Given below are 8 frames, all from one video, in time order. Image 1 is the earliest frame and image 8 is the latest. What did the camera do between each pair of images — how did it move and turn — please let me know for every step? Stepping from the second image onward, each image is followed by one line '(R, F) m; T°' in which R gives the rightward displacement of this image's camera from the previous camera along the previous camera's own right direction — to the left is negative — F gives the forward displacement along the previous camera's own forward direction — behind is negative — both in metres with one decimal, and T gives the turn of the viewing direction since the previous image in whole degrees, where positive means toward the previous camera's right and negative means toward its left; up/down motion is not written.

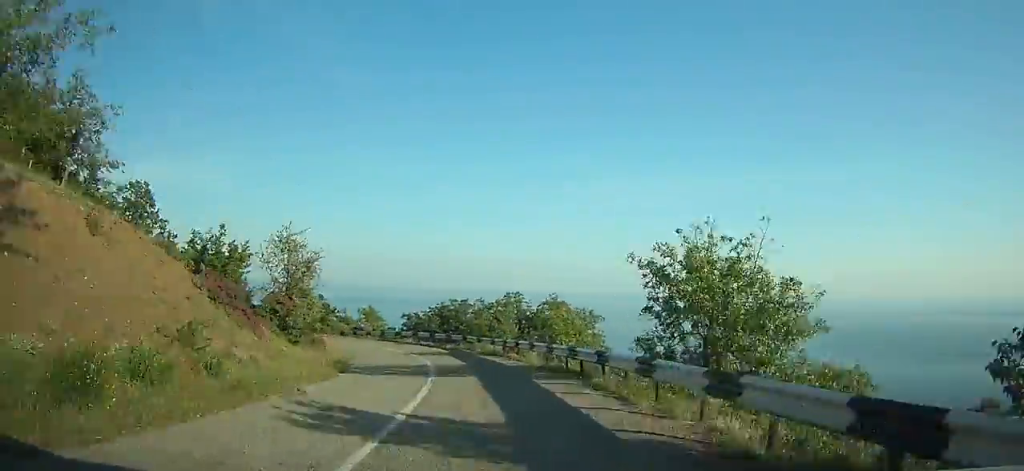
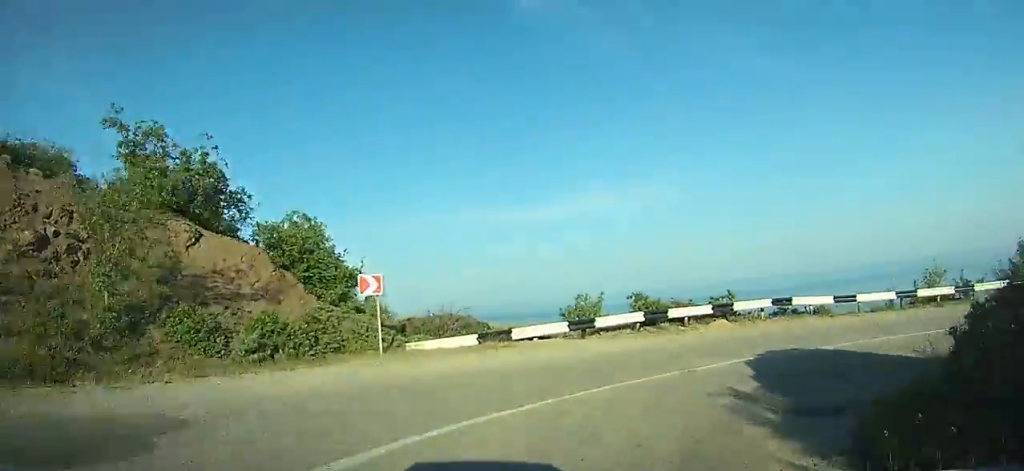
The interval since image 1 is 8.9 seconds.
(-38.7, +73.9) m; -30°
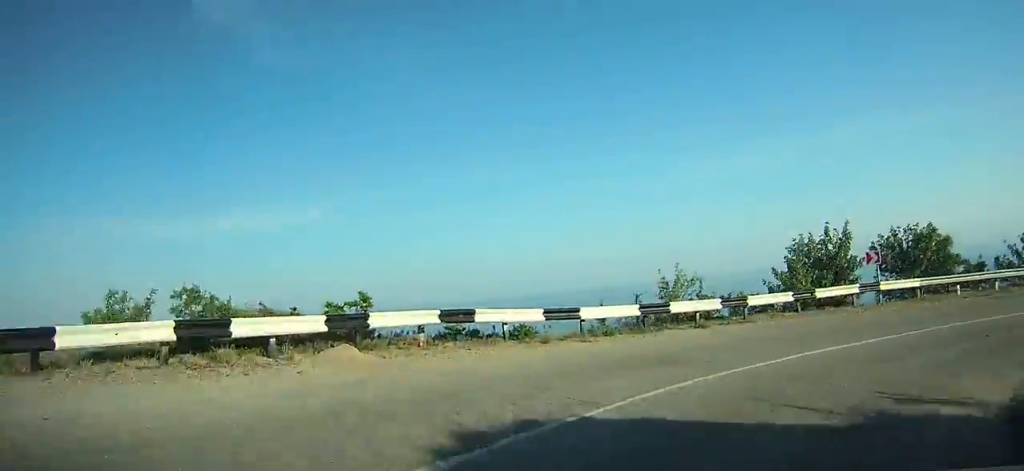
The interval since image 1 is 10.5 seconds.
(+0.9, +10.6) m; +30°
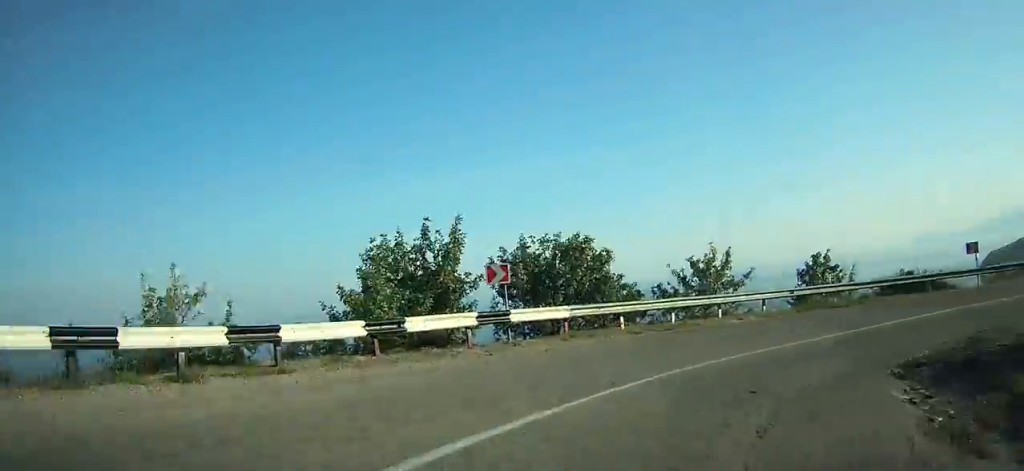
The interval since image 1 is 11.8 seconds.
(+0.4, +7.9) m; +40°
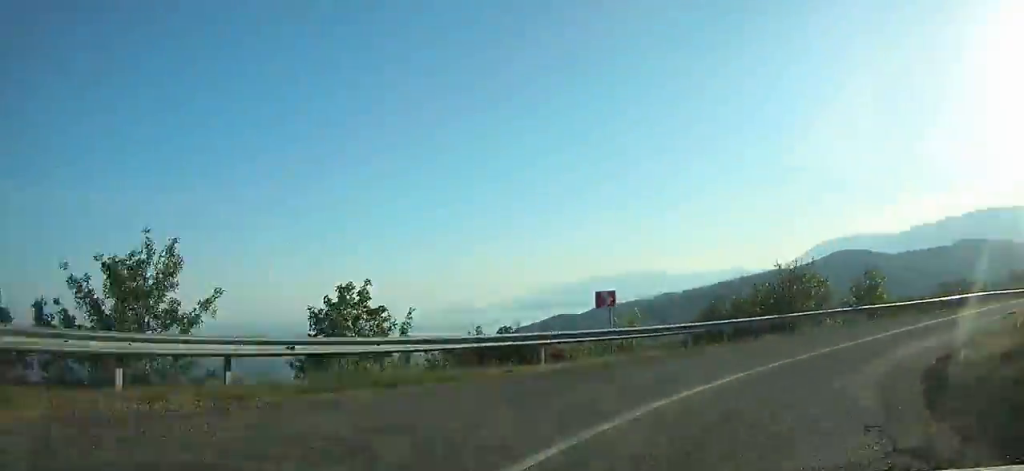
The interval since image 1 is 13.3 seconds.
(+1.5, +6.0) m; +39°
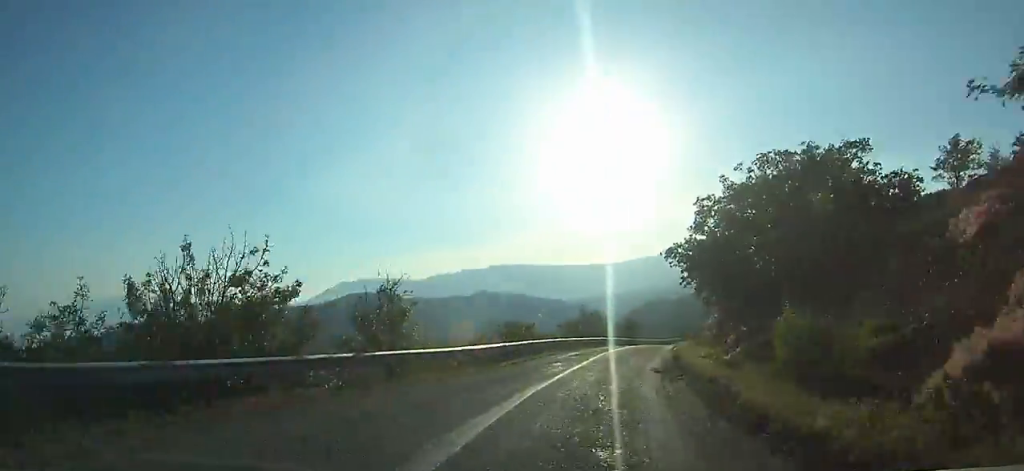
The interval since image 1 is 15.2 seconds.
(+8.0, +13.4) m; +35°
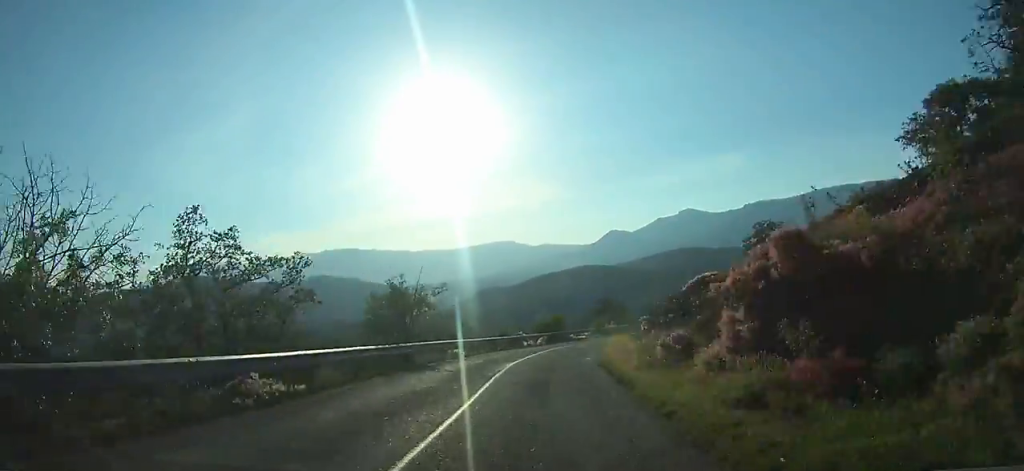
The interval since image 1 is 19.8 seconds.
(+14.8, +44.6) m; +24°
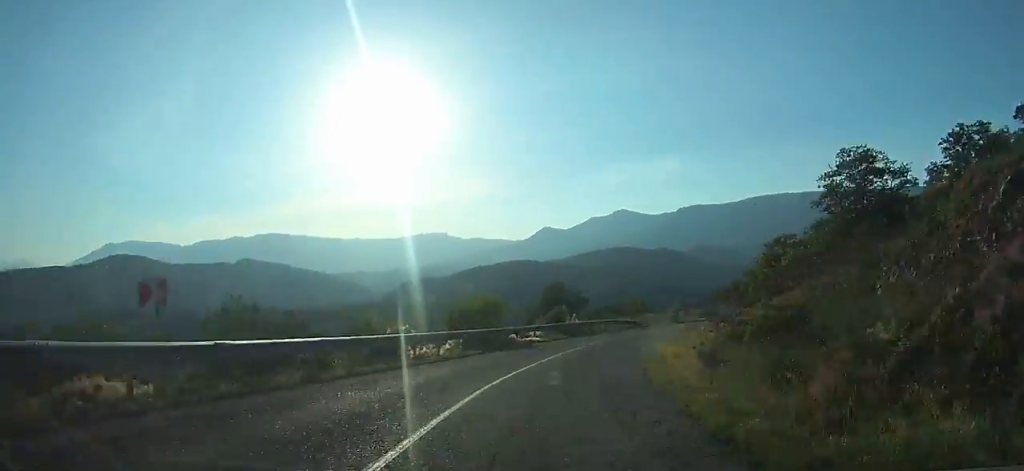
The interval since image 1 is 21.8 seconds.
(-0.1, +23.1) m; +5°
